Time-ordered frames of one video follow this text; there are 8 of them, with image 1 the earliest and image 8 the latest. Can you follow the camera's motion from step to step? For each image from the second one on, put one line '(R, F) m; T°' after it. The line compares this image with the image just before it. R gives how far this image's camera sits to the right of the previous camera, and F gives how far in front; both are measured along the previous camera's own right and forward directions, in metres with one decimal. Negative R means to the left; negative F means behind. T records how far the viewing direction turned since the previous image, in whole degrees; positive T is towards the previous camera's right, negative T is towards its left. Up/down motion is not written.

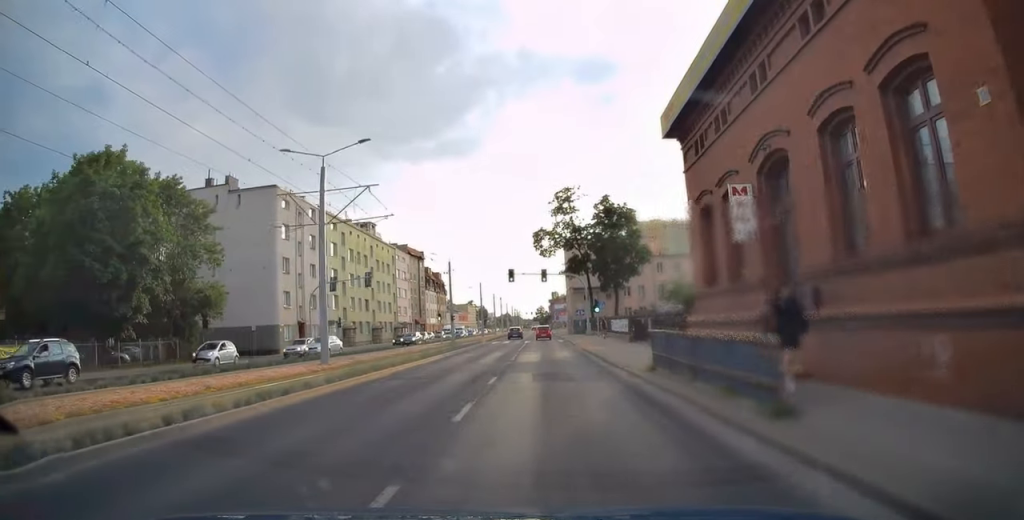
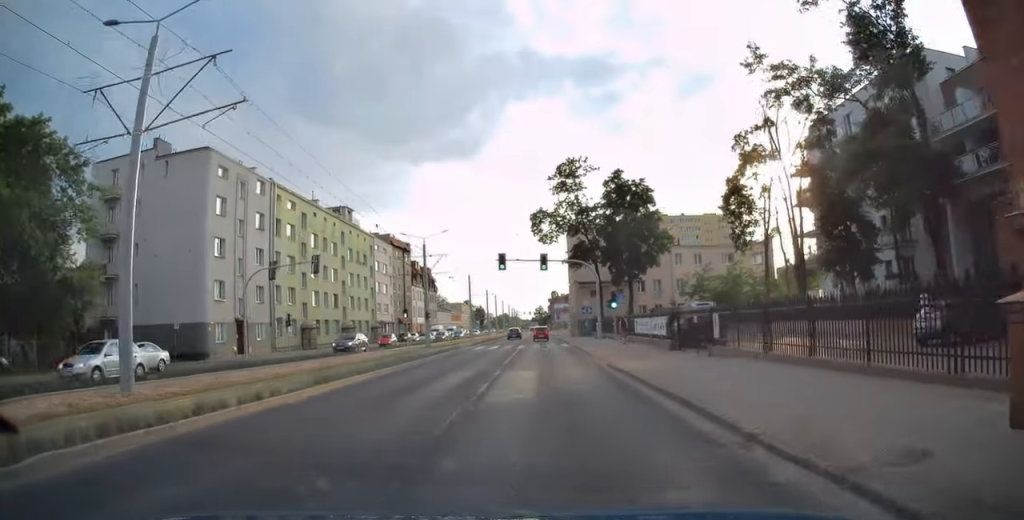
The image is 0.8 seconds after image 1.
(-0.1, +13.9) m; 0°
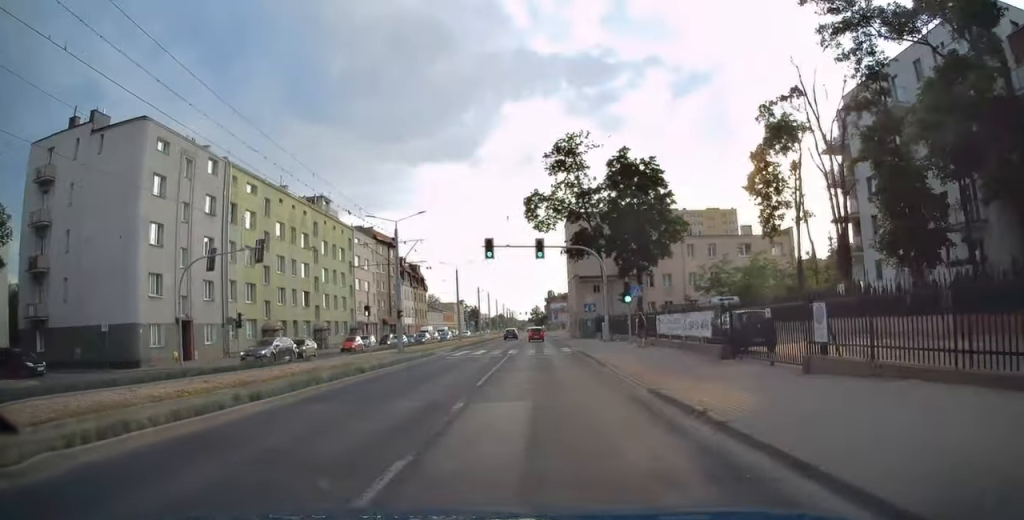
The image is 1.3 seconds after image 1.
(-0.1, +9.2) m; 0°
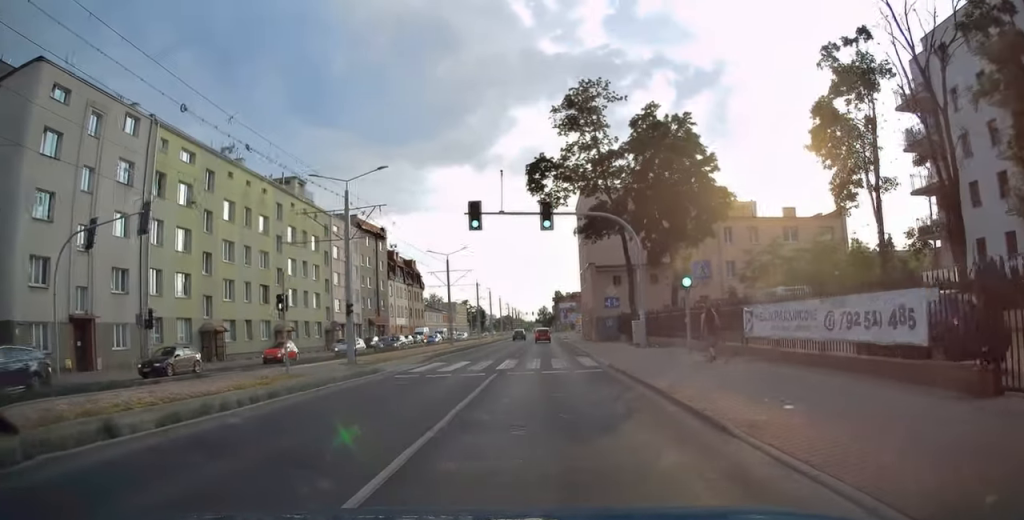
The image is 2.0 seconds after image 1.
(+0.2, +14.3) m; 0°
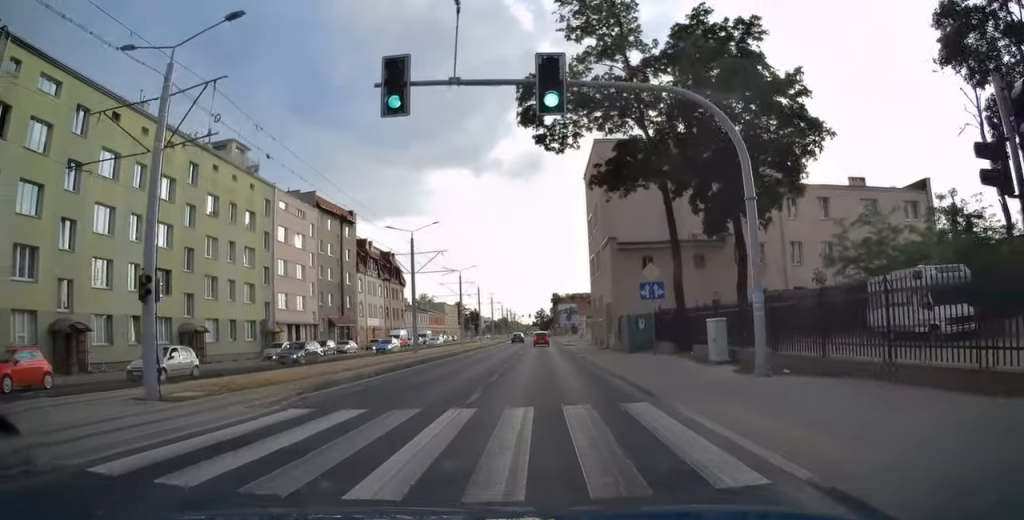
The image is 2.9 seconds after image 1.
(-0.1, +18.4) m; 0°
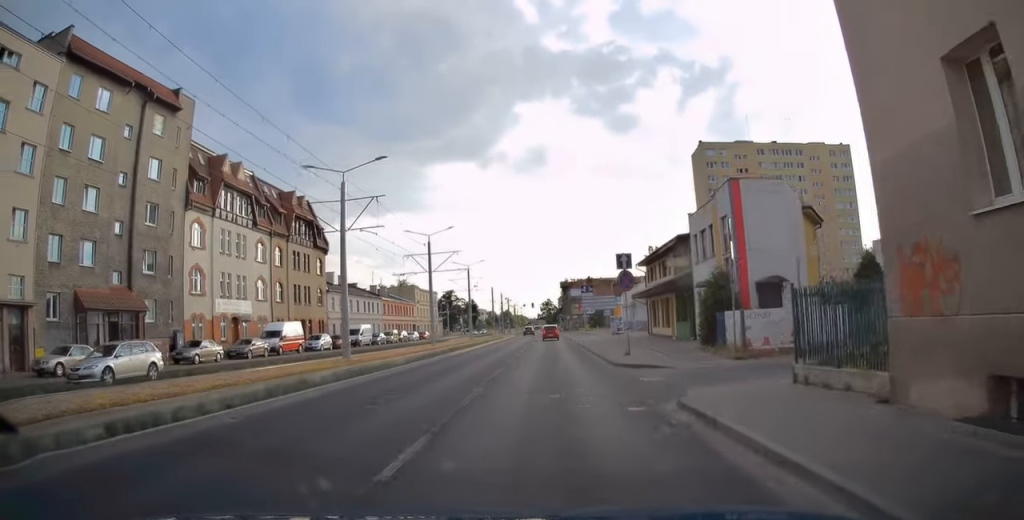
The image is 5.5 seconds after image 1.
(+0.4, +45.8) m; 0°
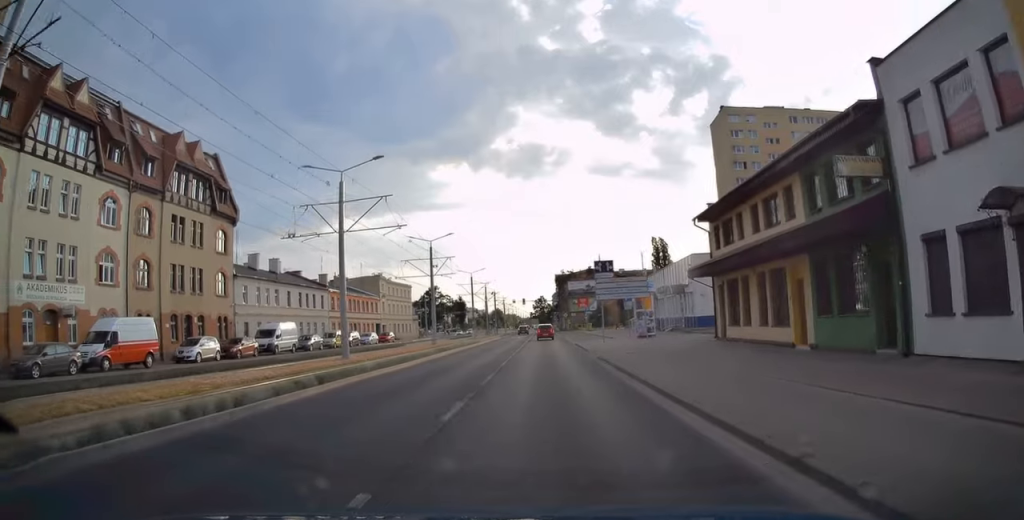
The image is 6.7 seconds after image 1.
(-0.2, +21.0) m; 0°
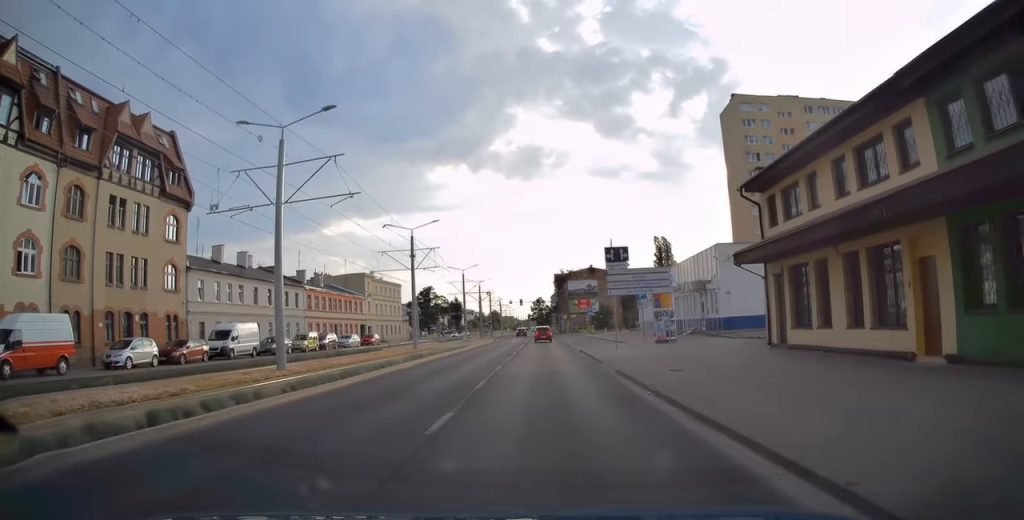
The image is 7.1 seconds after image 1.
(+0.2, +7.1) m; 0°
